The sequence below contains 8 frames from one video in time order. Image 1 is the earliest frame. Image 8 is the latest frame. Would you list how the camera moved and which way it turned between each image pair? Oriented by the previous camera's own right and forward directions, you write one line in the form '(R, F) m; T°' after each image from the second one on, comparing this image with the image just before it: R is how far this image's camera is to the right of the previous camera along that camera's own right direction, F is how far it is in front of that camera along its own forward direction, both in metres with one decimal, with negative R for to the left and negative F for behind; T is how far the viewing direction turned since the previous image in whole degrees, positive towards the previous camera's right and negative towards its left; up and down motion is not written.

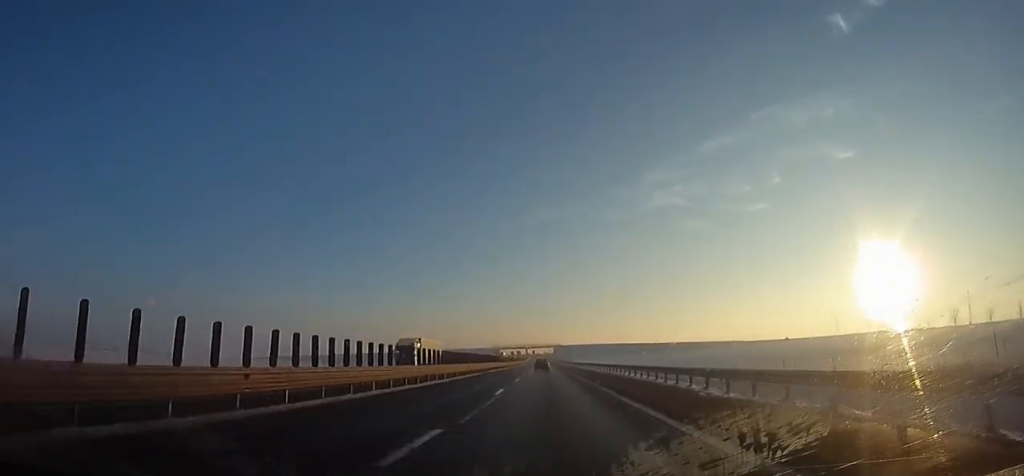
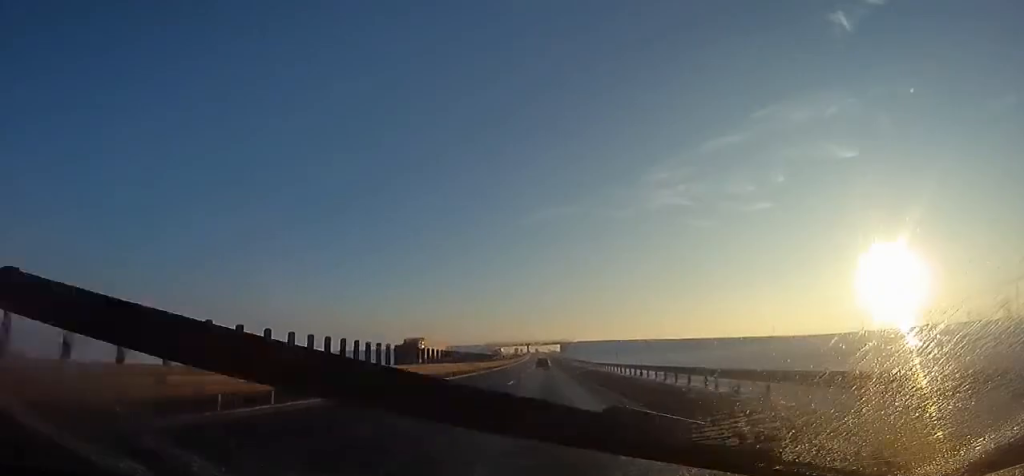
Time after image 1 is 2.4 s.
(0.0, +76.7) m; 0°
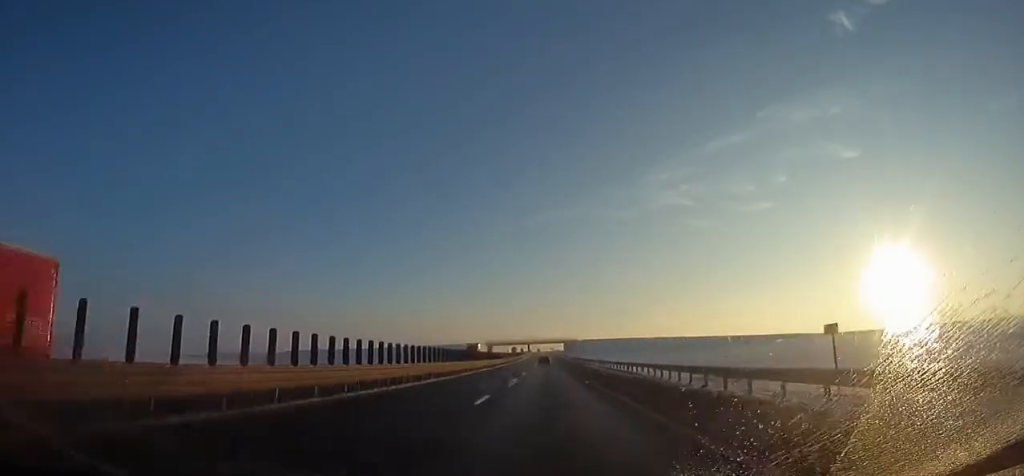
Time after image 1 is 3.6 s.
(0.0, +35.6) m; 0°
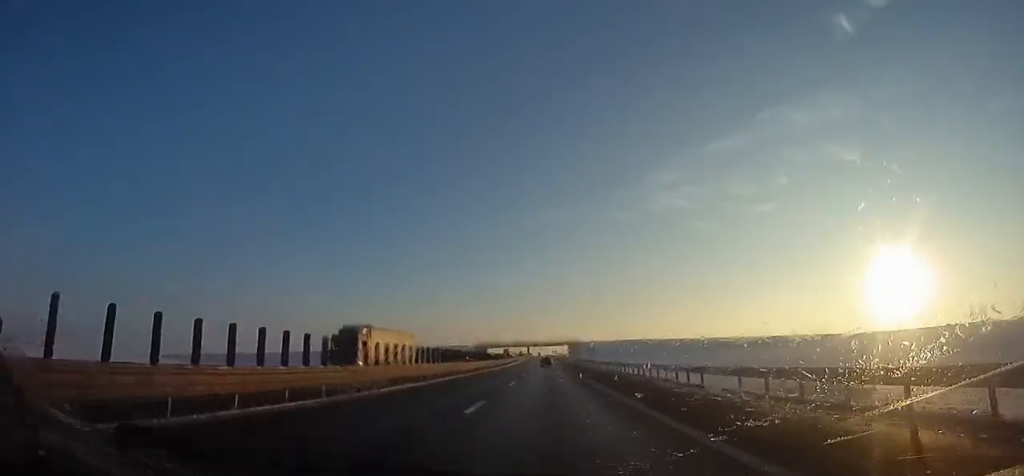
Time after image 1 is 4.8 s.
(0.0, +37.6) m; 0°
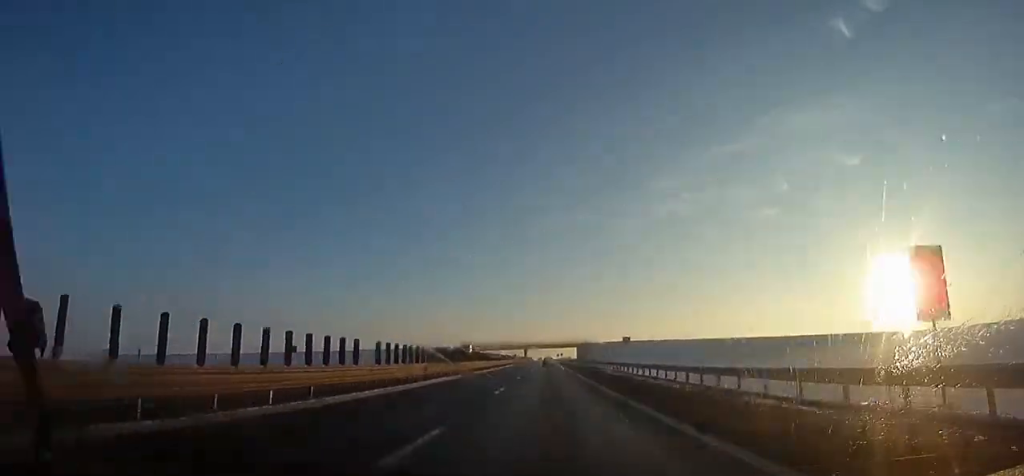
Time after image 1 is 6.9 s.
(0.0, +65.7) m; -1°
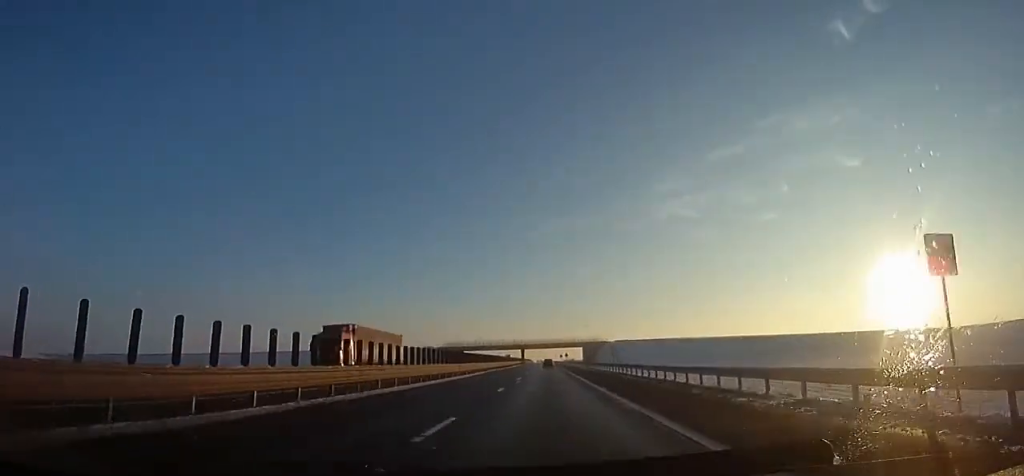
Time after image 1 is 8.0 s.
(-0.3, +34.4) m; -1°
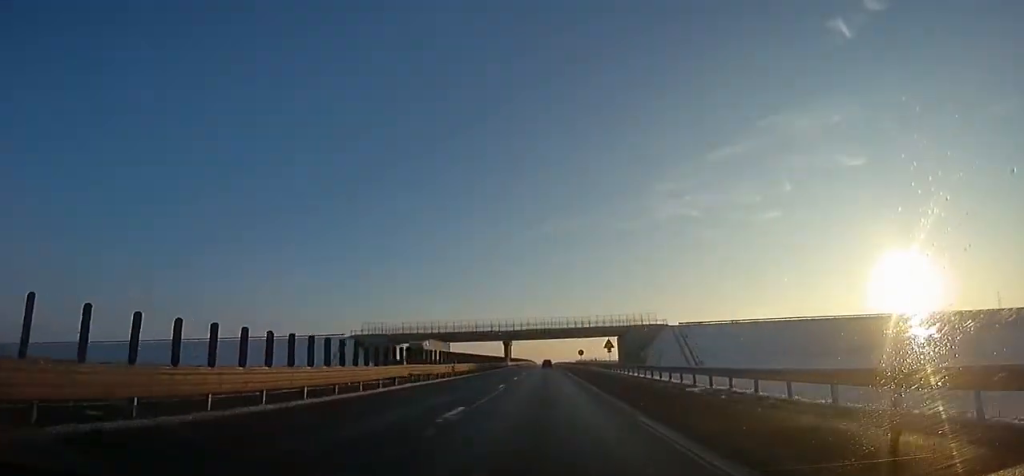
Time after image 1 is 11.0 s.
(-1.0, +93.7) m; -1°
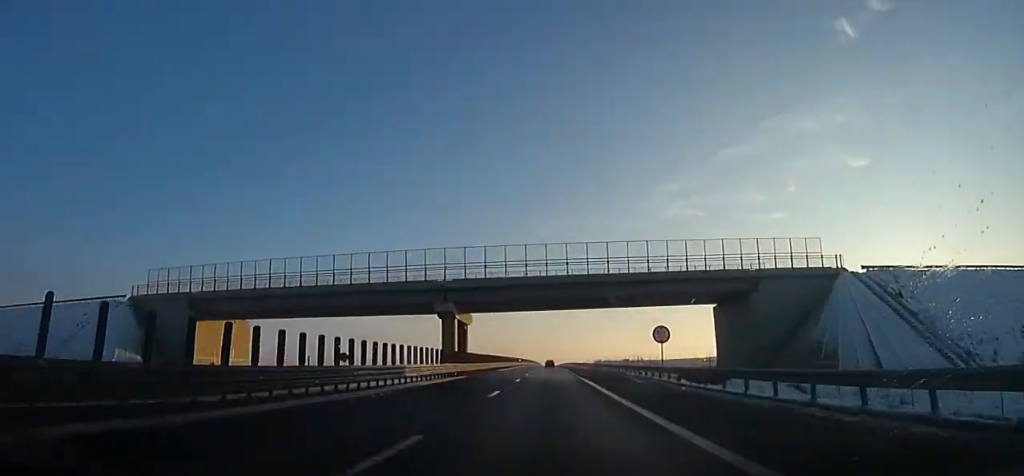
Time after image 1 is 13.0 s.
(0.0, +64.8) m; 0°
